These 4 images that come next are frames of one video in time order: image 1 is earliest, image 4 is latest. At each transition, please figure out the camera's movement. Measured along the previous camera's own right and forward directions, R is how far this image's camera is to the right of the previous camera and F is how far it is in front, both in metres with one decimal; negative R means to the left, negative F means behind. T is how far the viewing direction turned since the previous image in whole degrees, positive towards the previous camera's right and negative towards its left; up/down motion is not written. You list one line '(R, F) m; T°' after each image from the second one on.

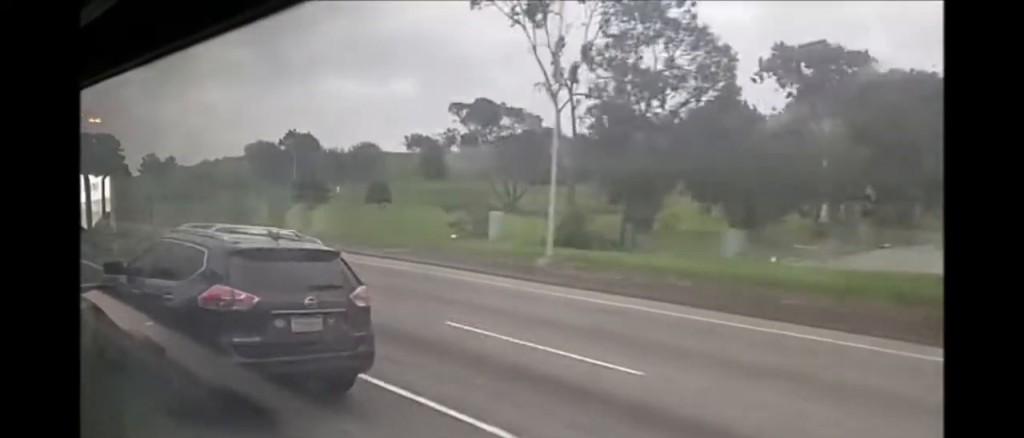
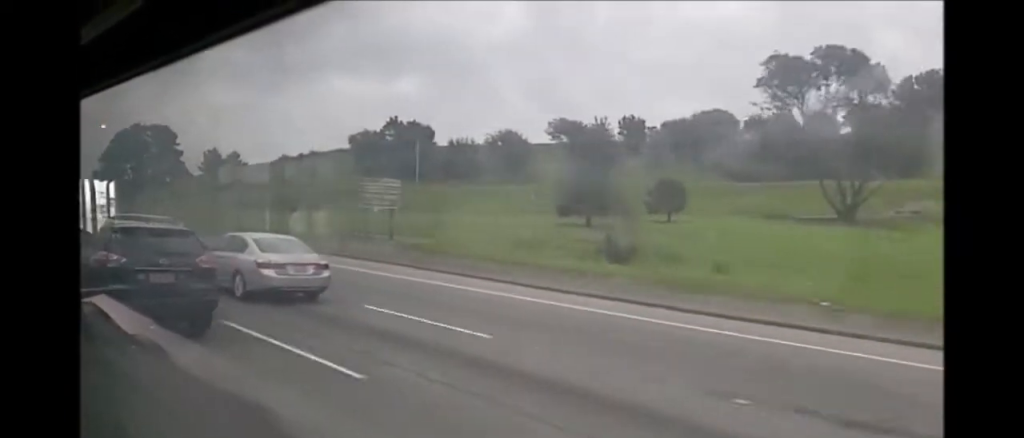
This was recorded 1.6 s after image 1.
(+0.4, +41.2) m; +1°
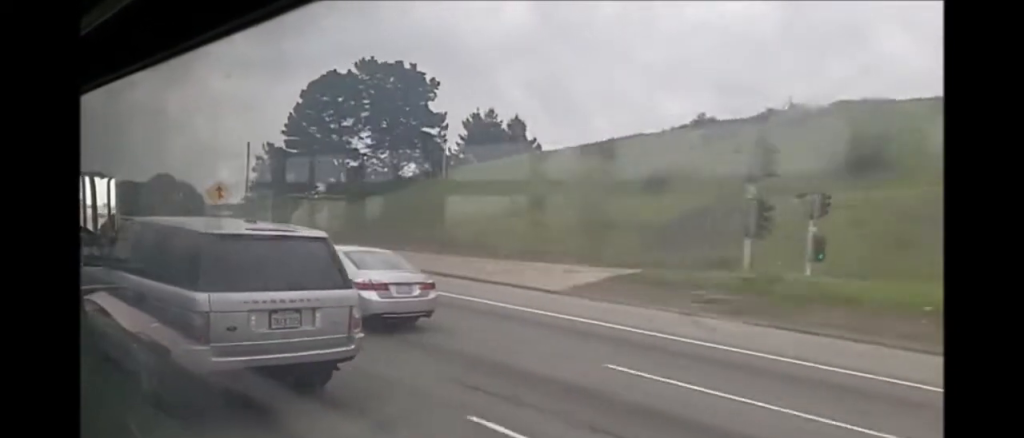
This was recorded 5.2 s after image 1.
(-0.2, +94.0) m; 0°
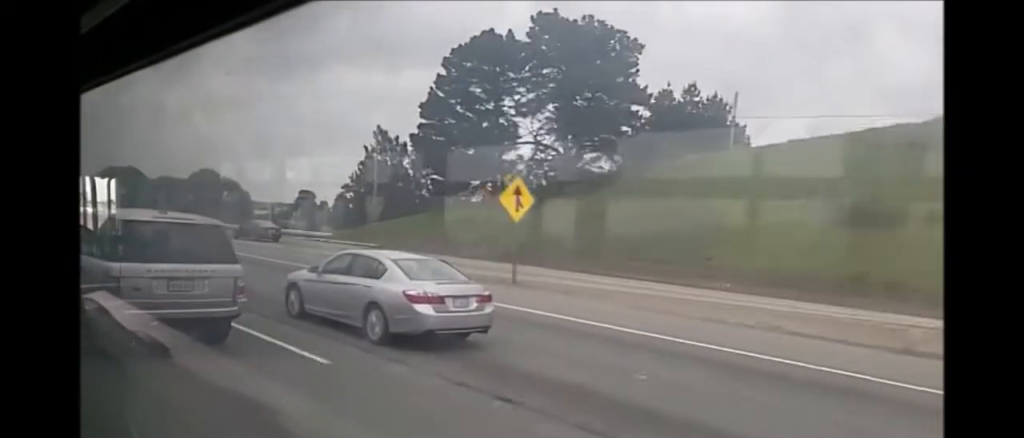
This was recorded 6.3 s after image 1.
(0.0, +28.9) m; 0°
